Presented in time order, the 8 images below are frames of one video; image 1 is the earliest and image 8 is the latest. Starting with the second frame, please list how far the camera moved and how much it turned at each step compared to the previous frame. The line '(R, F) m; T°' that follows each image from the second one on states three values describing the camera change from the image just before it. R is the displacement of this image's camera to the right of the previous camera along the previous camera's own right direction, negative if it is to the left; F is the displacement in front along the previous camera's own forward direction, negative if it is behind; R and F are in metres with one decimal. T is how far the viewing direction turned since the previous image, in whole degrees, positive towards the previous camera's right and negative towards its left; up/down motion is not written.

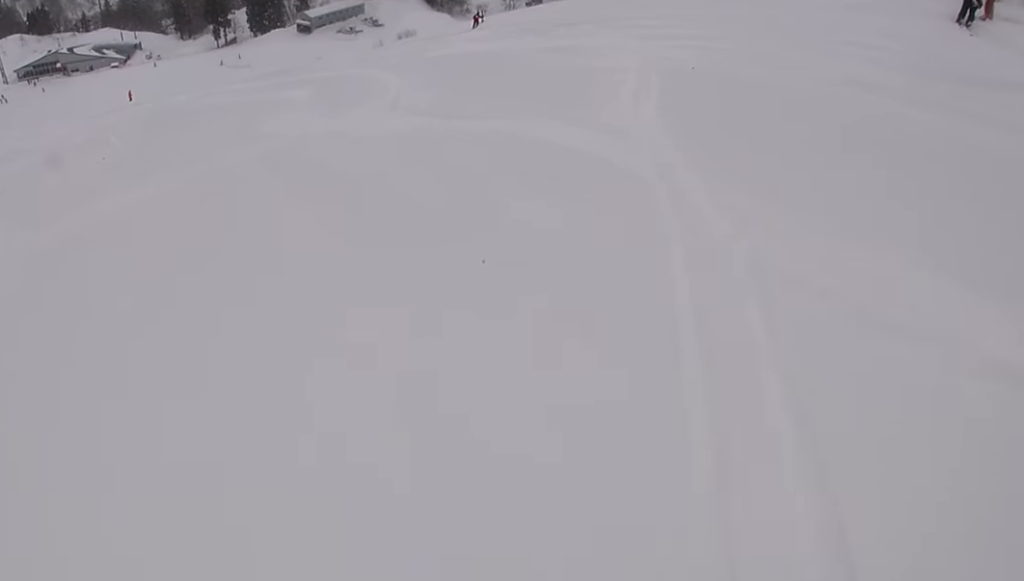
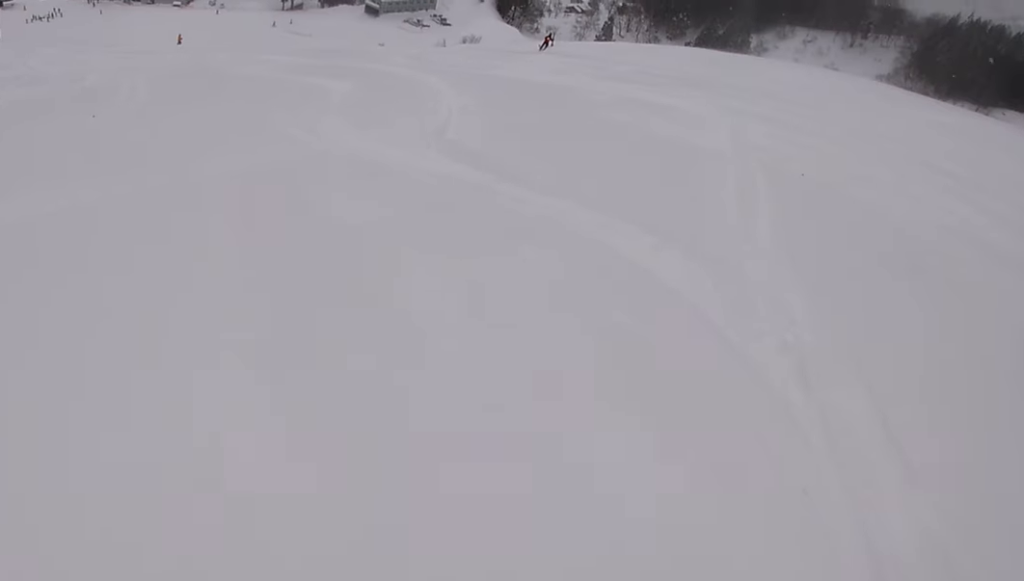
(+0.3, +2.4) m; -12°
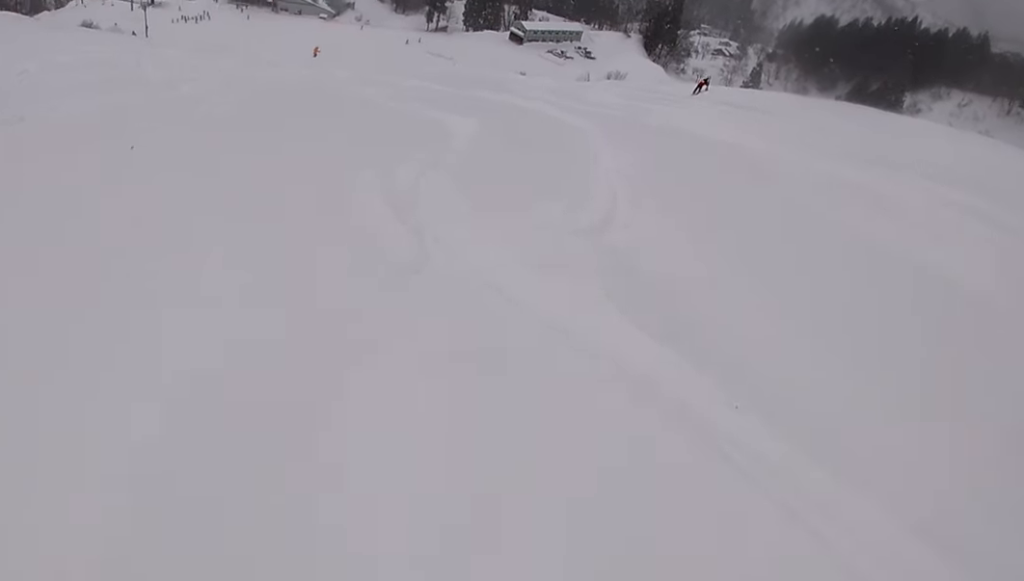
(-0.9, +3.4) m; -9°
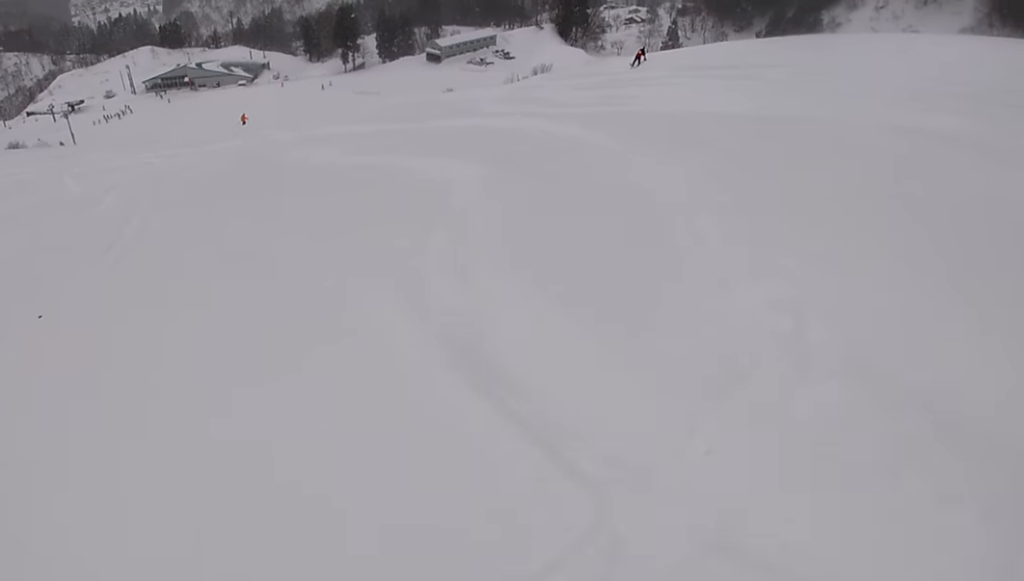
(-0.6, +2.6) m; -2°
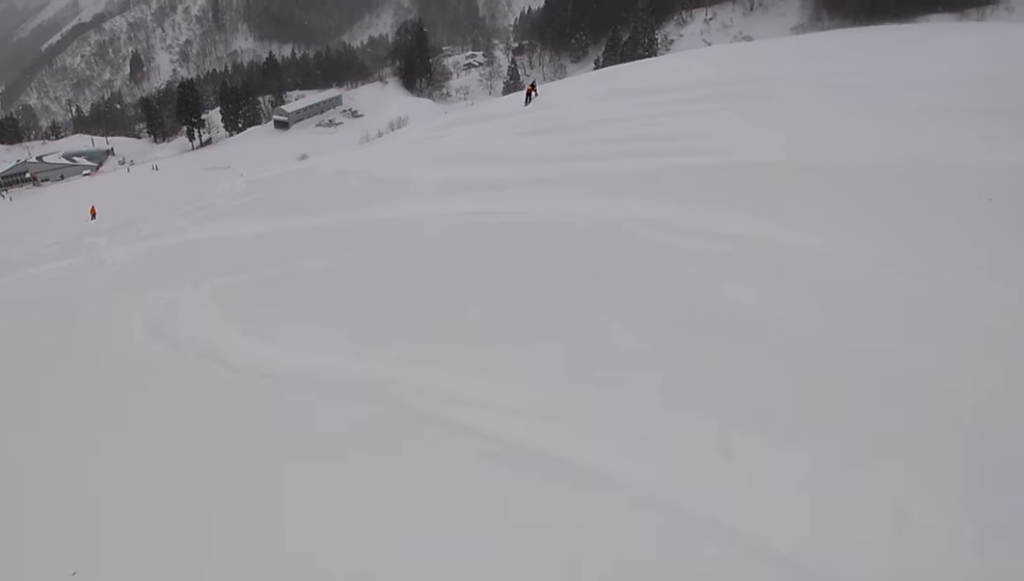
(+1.8, +7.6) m; +18°
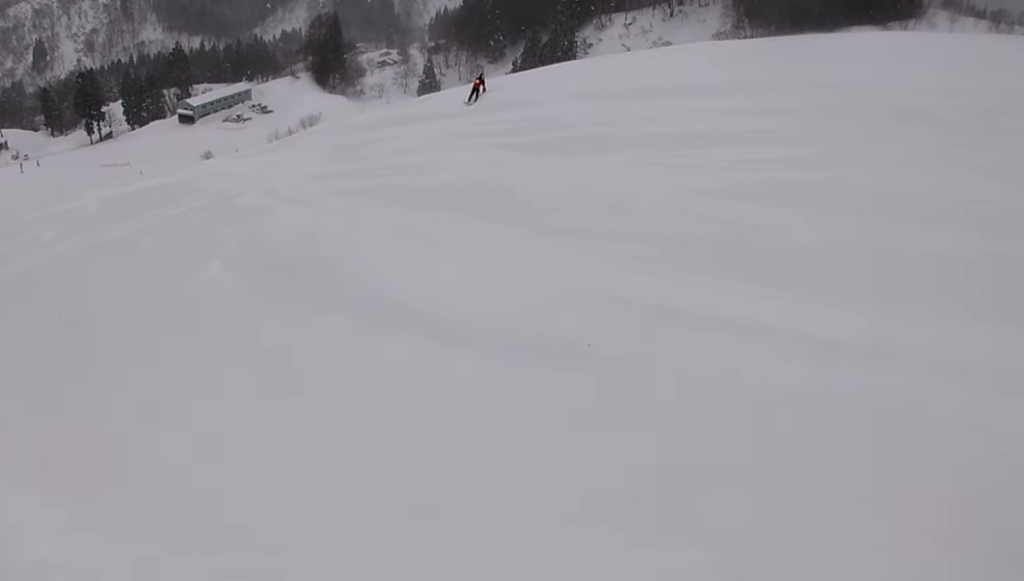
(+1.1, +7.6) m; +22°
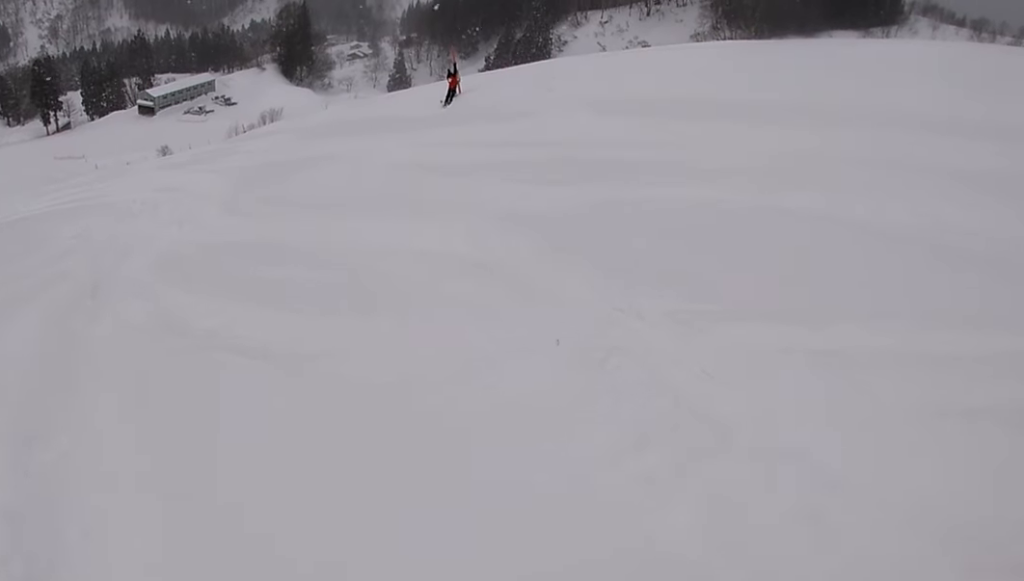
(+0.7, +6.0) m; +1°
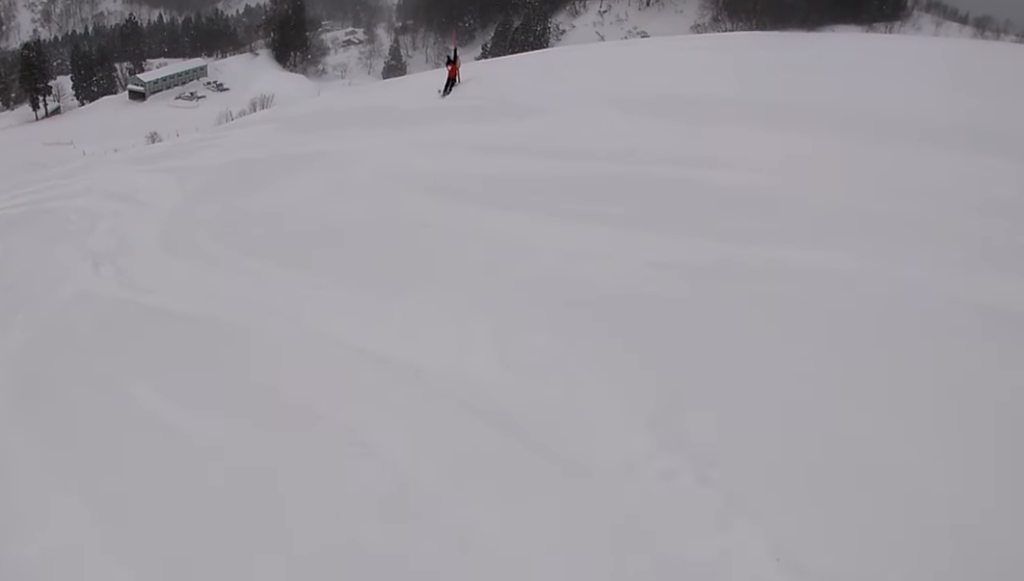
(-0.3, +2.6) m; -4°
